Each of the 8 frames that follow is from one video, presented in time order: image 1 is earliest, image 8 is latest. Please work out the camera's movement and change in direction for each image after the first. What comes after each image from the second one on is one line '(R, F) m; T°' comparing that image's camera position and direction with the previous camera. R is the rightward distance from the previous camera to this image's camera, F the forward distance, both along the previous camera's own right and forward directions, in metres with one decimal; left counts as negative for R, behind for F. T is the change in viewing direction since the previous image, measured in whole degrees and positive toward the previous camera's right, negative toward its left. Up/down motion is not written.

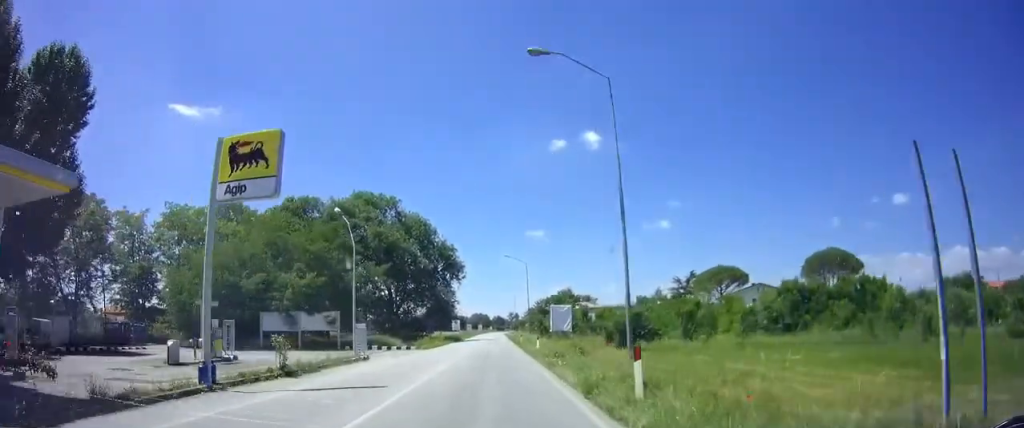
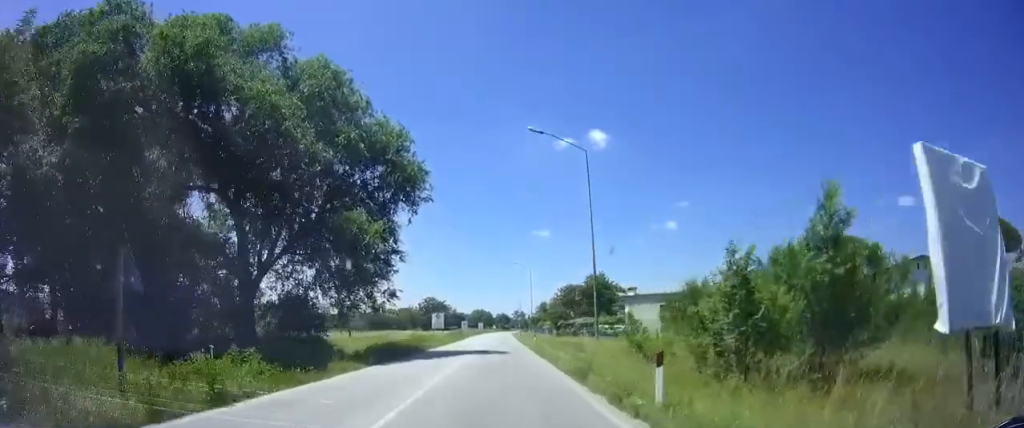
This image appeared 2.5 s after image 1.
(+0.5, +41.8) m; 0°
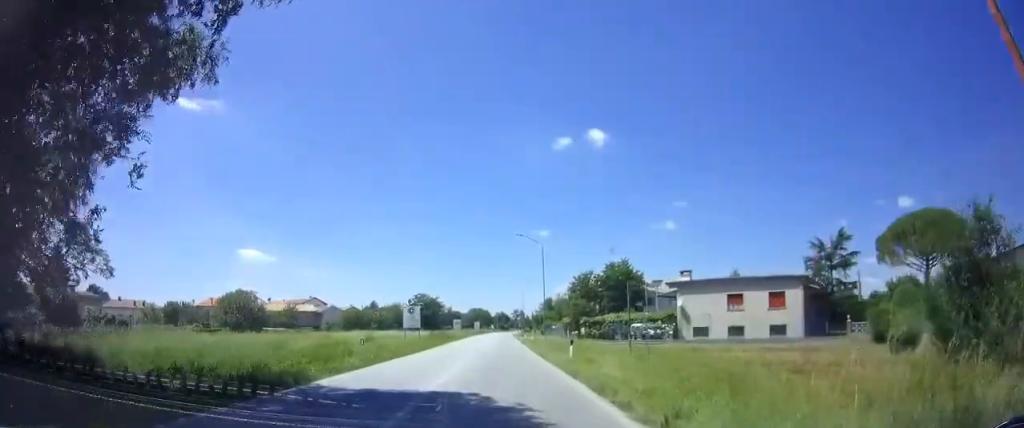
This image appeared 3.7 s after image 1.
(+0.1, +21.4) m; +1°
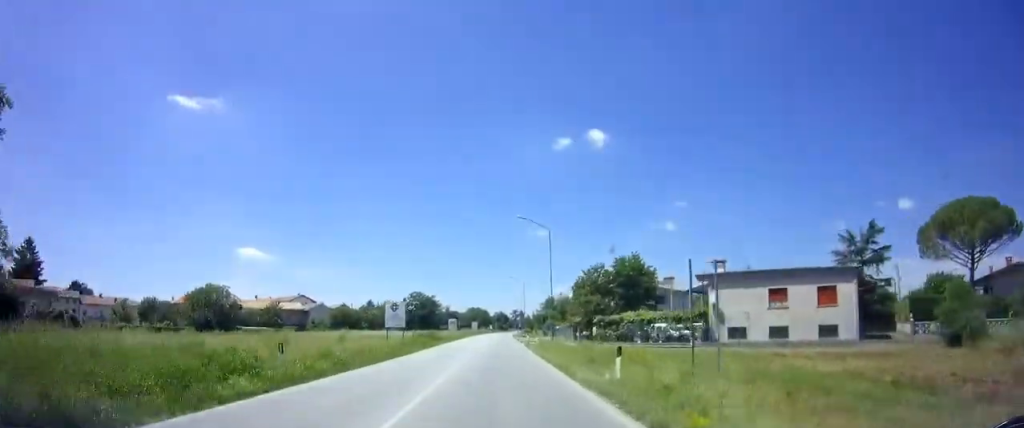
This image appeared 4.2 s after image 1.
(0.0, +7.3) m; 0°
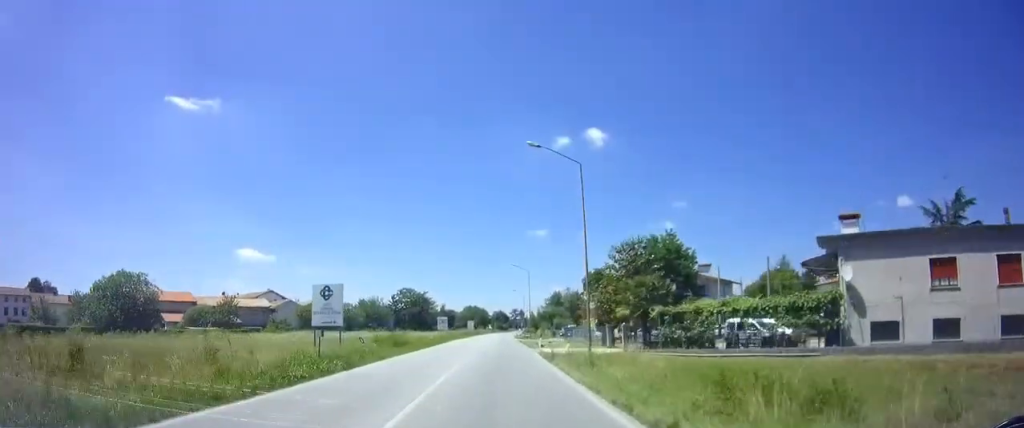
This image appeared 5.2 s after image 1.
(0.0, +17.9) m; 0°
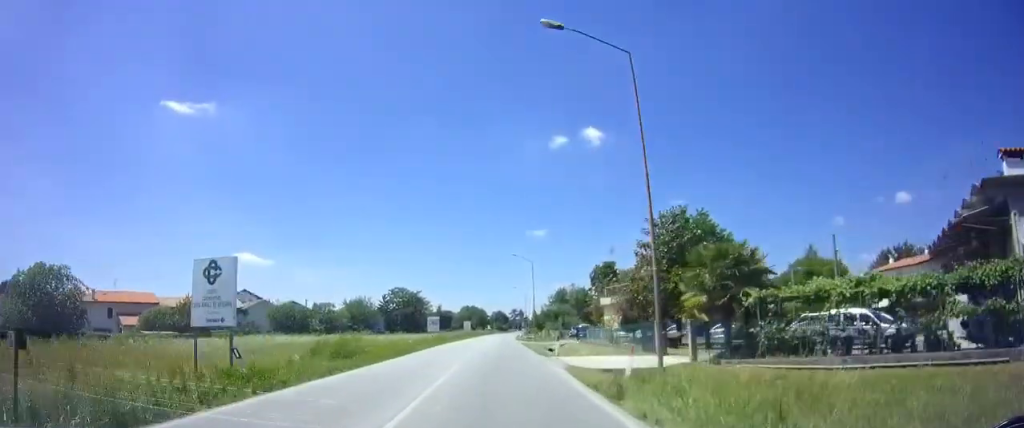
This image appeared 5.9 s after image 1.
(0.0, +11.8) m; 0°
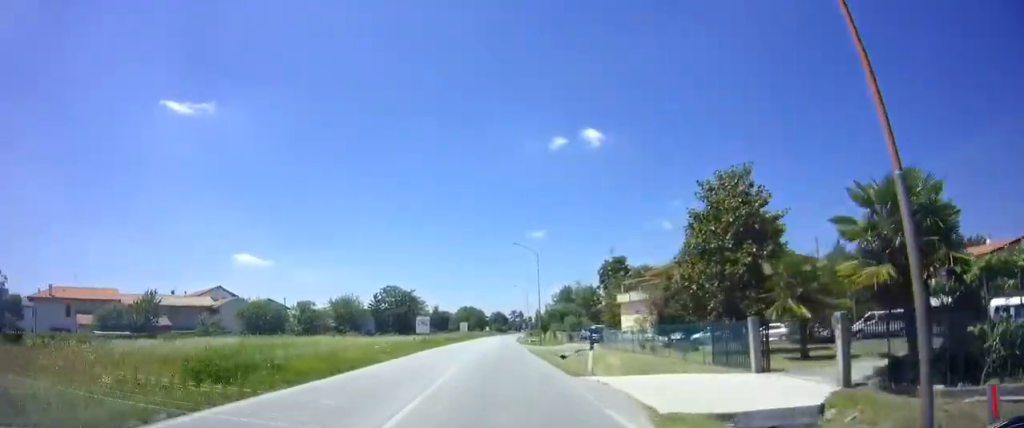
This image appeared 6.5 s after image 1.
(0.0, +9.0) m; 0°
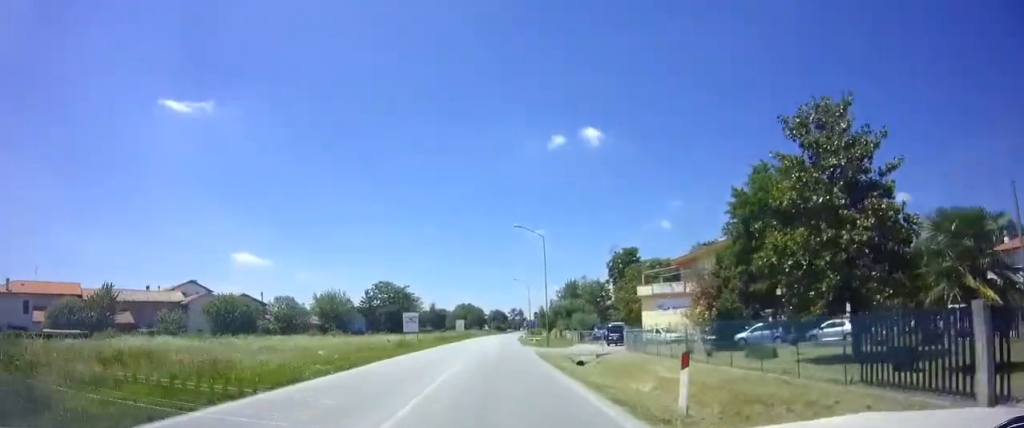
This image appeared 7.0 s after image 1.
(0.0, +8.4) m; 0°
